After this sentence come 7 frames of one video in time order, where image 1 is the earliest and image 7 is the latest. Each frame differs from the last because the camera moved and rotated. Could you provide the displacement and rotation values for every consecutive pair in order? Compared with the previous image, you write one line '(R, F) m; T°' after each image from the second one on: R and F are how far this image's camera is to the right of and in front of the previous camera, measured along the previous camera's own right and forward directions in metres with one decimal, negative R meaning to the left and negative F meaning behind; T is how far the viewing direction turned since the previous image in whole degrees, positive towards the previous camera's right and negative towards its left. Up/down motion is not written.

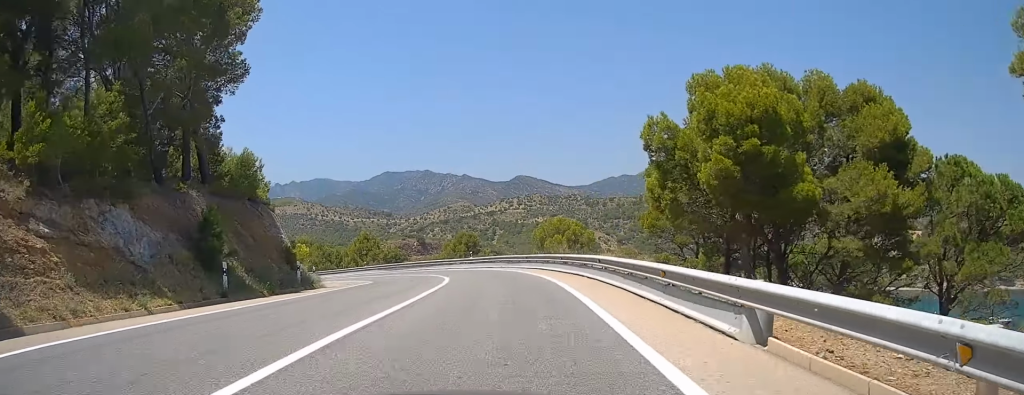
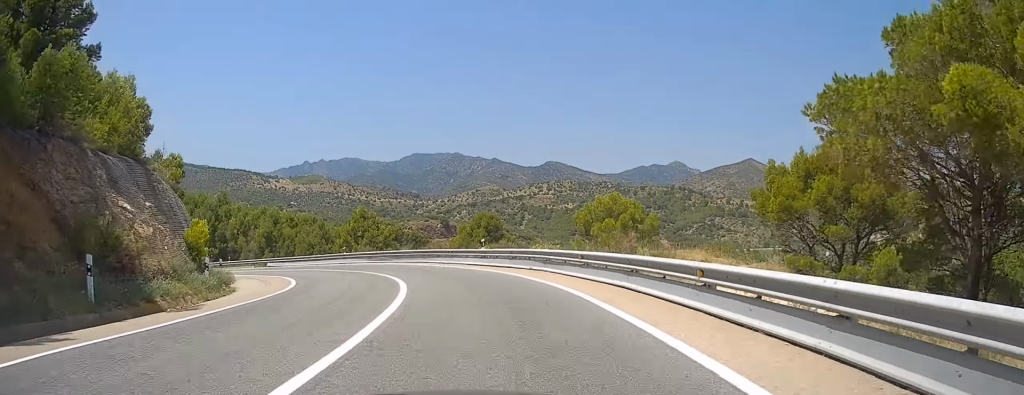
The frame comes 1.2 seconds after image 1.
(-0.1, +17.3) m; -4°
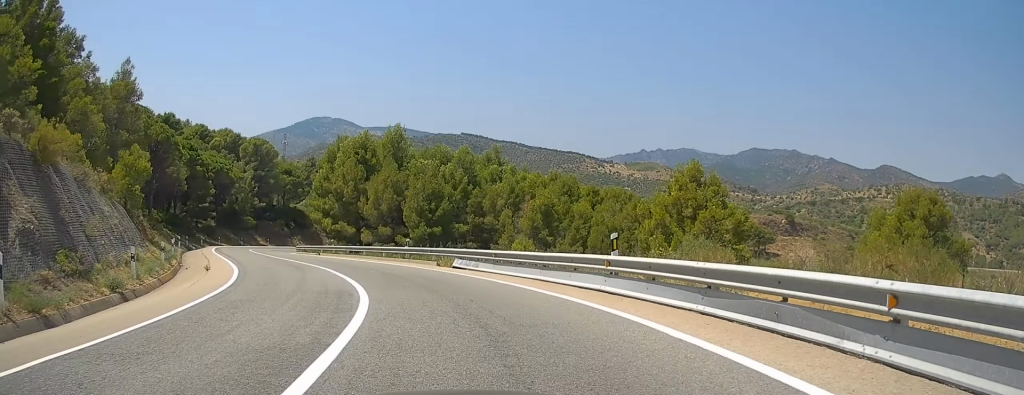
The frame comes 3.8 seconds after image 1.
(-7.7, +33.5) m; -31°
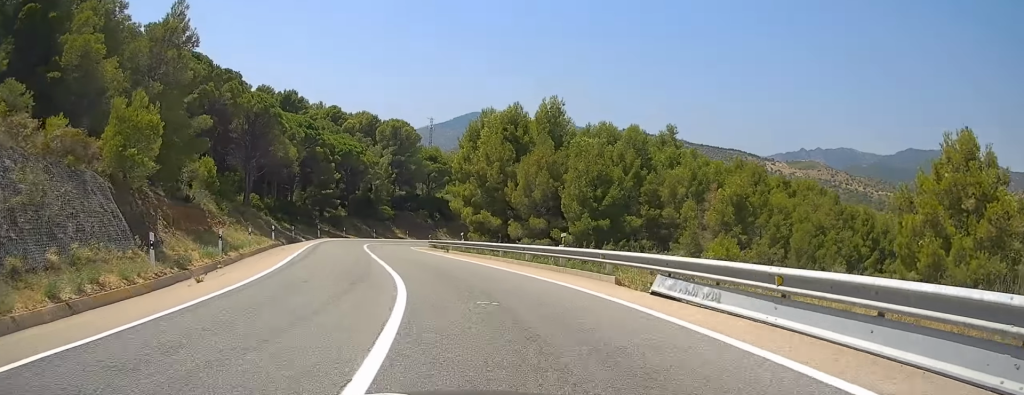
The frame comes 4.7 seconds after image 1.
(-1.3, +12.5) m; -11°
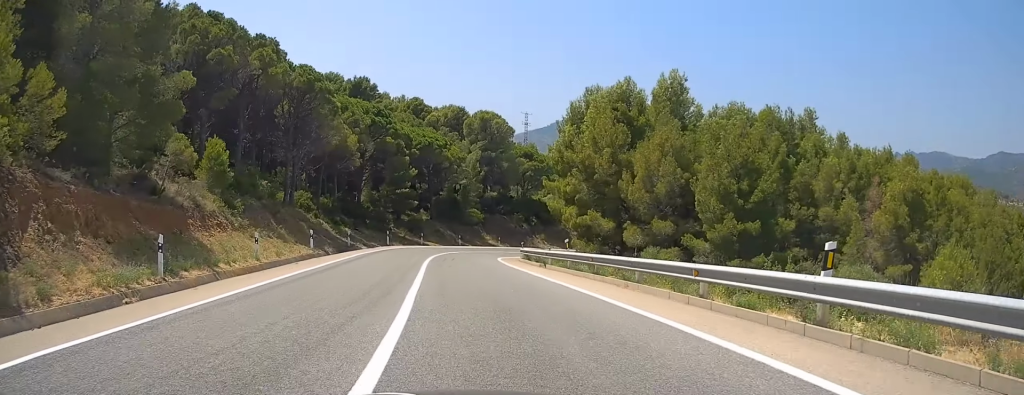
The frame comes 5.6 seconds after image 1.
(-1.1, +11.6) m; -7°
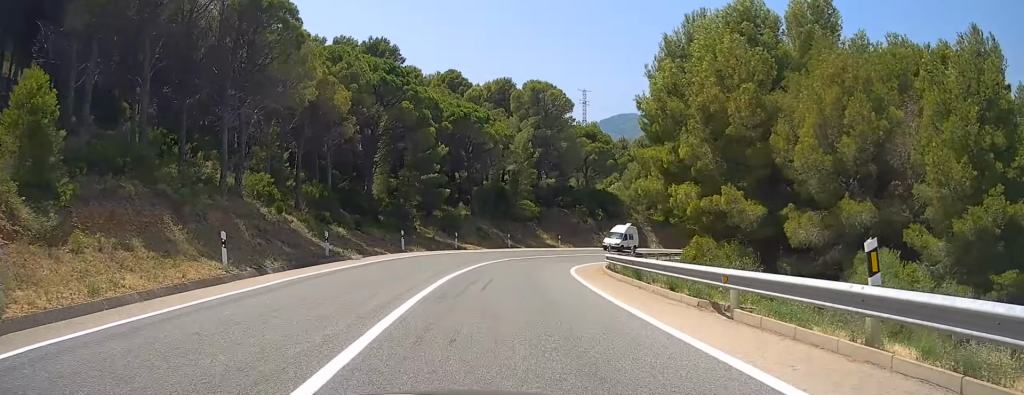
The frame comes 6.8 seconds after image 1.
(-1.0, +16.6) m; -2°
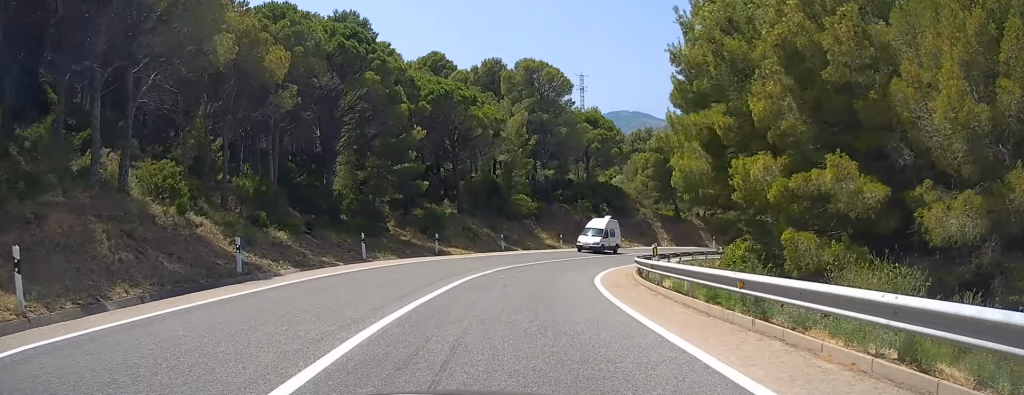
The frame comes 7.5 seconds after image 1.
(+0.2, +8.8) m; +1°
